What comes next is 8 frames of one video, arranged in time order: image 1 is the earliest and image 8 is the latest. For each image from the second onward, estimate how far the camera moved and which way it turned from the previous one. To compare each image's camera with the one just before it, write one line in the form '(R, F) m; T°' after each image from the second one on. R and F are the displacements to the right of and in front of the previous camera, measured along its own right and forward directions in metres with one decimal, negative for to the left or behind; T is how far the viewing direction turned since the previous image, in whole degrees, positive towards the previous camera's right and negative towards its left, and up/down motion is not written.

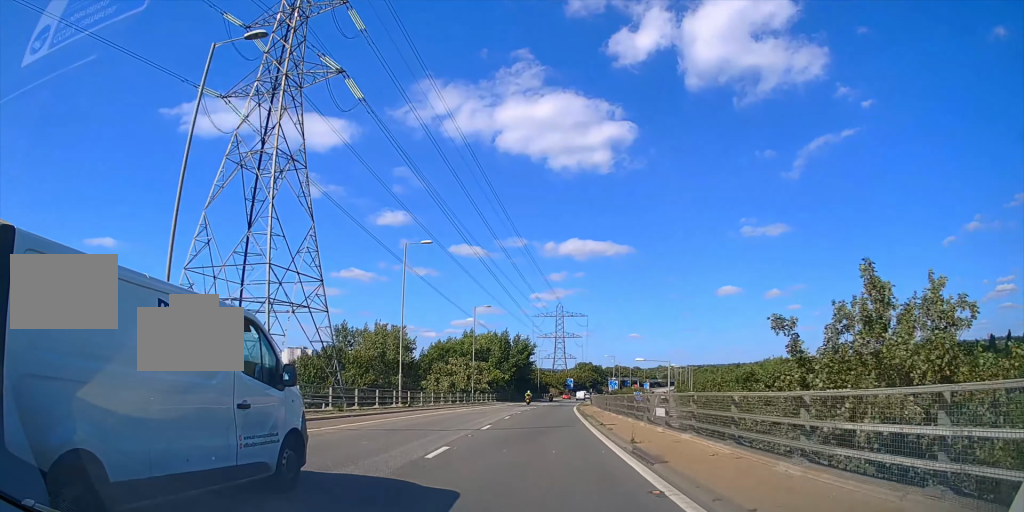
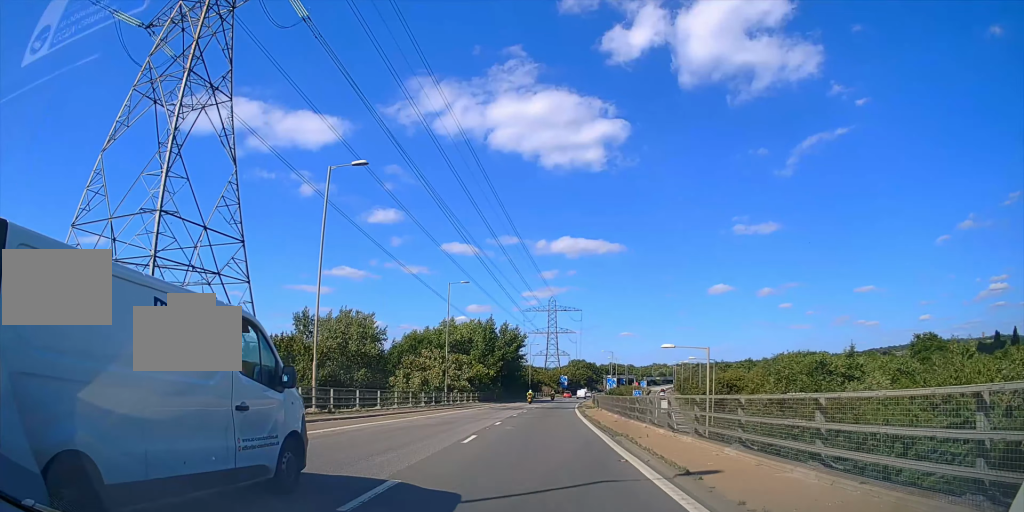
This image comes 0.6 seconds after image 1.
(+0.1, +13.6) m; +1°
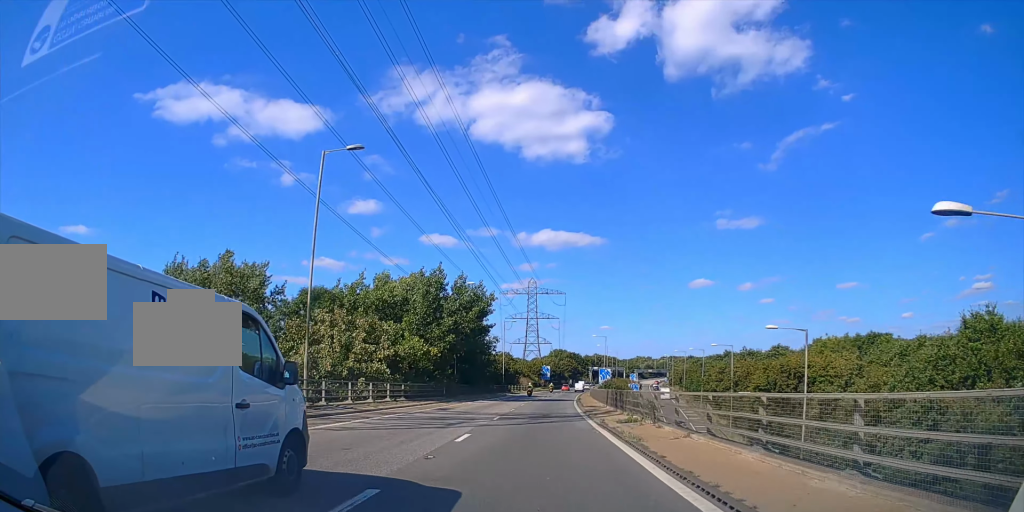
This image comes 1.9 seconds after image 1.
(+0.3, +27.3) m; +2°
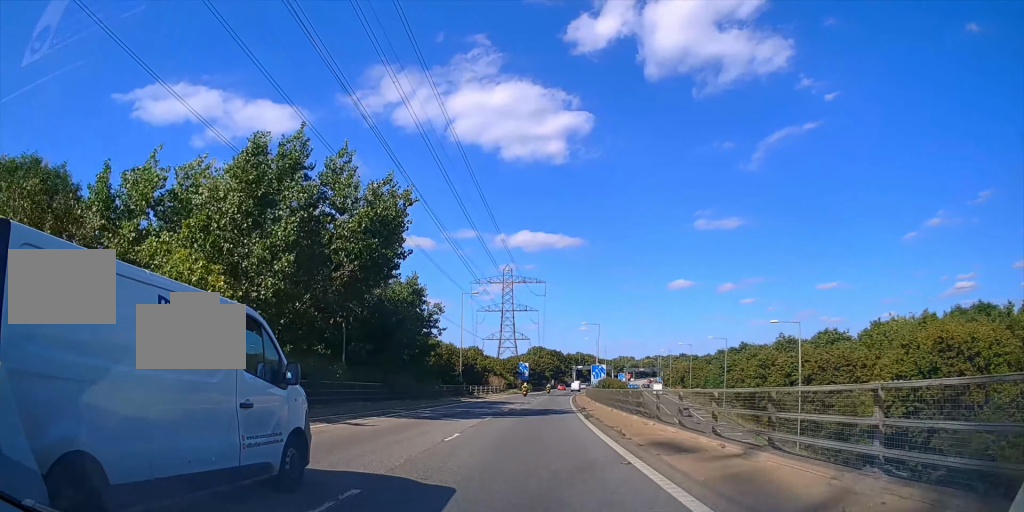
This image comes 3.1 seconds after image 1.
(+0.6, +26.3) m; +2°
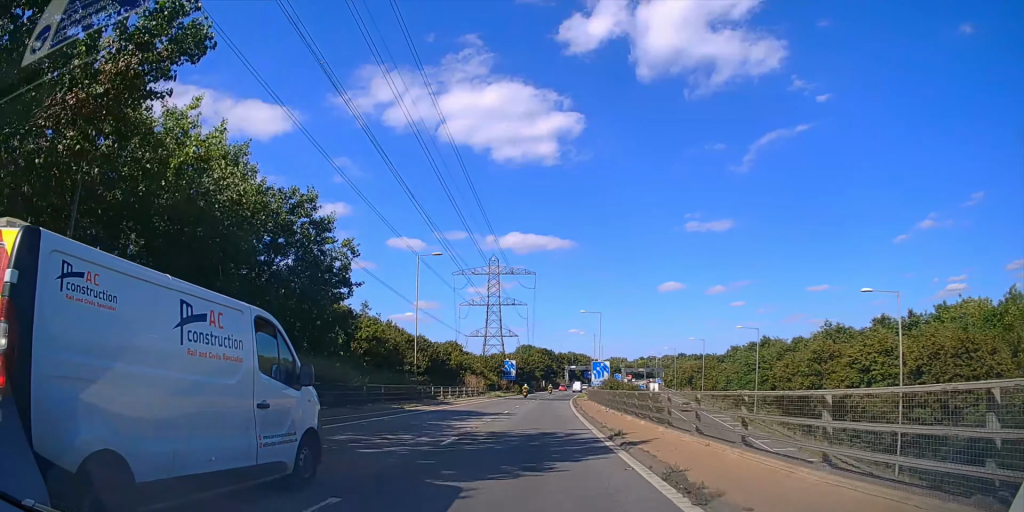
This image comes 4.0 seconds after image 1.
(+0.3, +18.5) m; +1°
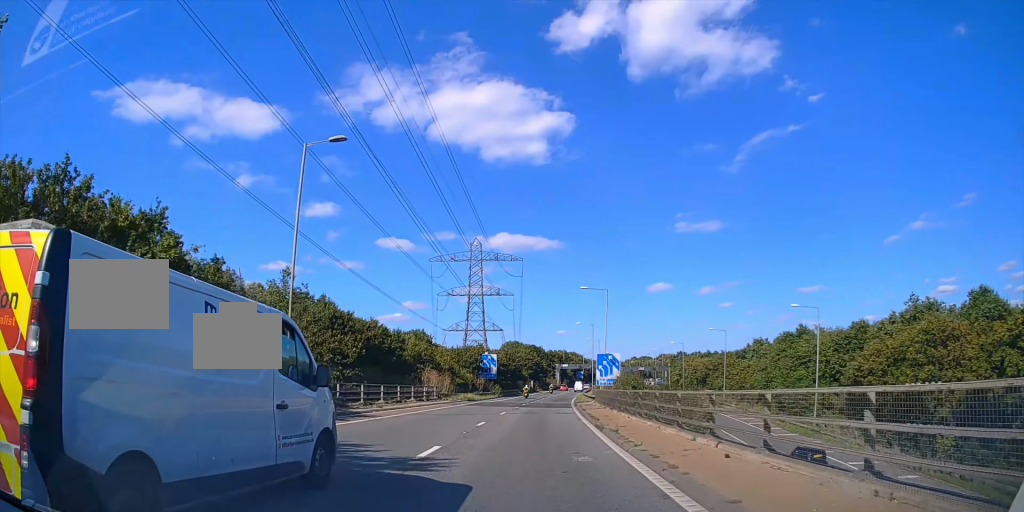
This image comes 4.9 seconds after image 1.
(+0.1, +20.2) m; +1°
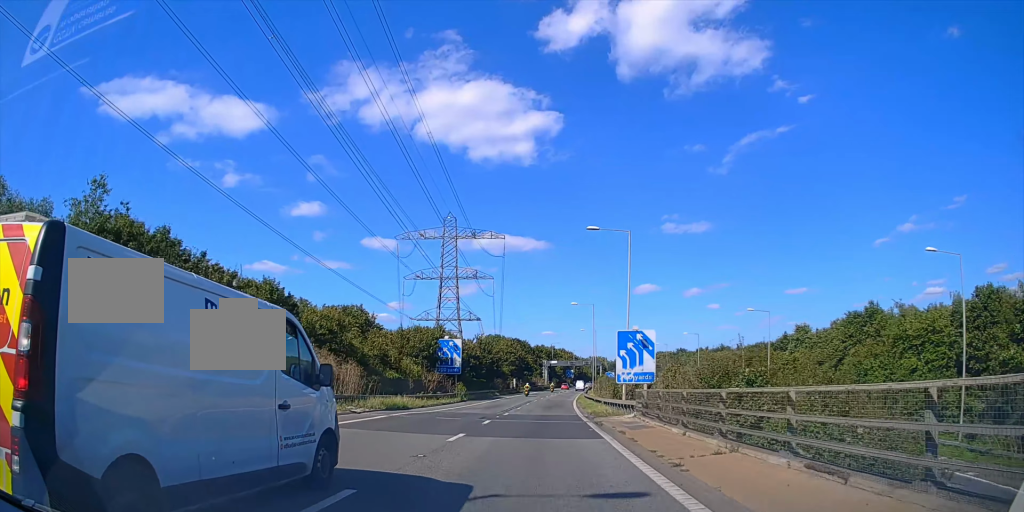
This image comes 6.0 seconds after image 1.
(+0.4, +23.6) m; +1°
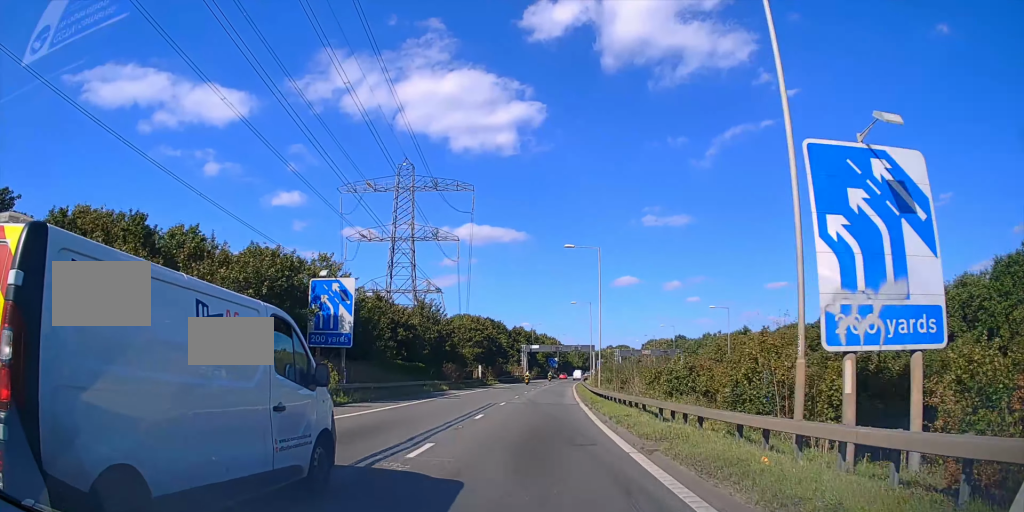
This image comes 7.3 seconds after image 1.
(+0.3, +29.3) m; +1°
